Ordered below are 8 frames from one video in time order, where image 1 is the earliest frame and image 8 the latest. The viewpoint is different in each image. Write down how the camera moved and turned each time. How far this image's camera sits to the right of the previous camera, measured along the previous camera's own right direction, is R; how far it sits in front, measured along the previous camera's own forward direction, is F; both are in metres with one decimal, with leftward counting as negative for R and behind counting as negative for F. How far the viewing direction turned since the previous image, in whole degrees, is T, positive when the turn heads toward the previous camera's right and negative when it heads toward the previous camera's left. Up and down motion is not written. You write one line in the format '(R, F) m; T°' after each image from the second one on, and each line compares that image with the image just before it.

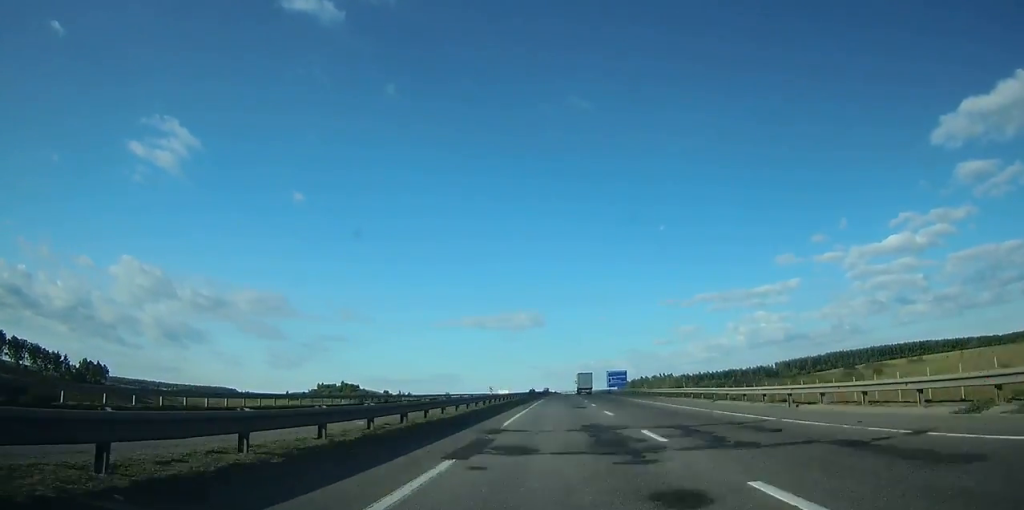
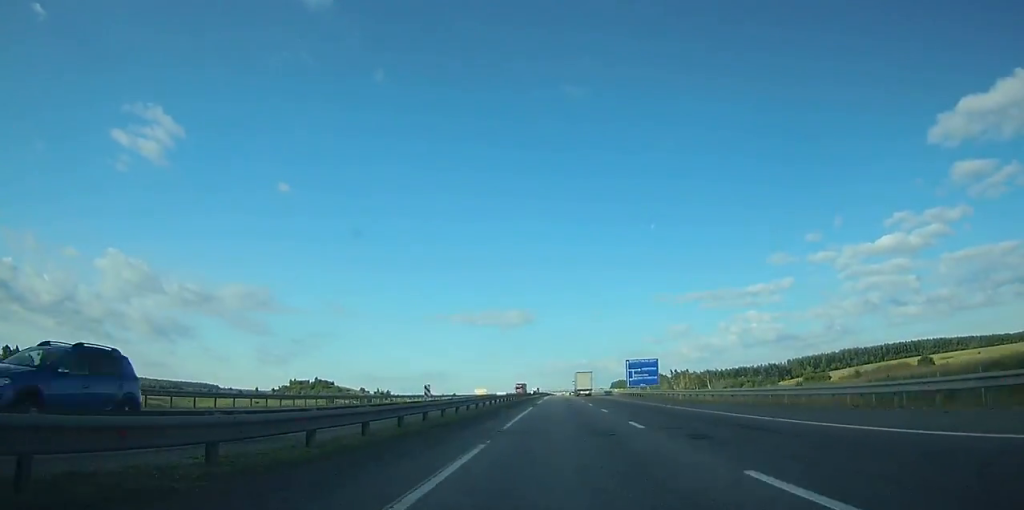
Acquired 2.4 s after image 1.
(+0.1, +68.1) m; 0°
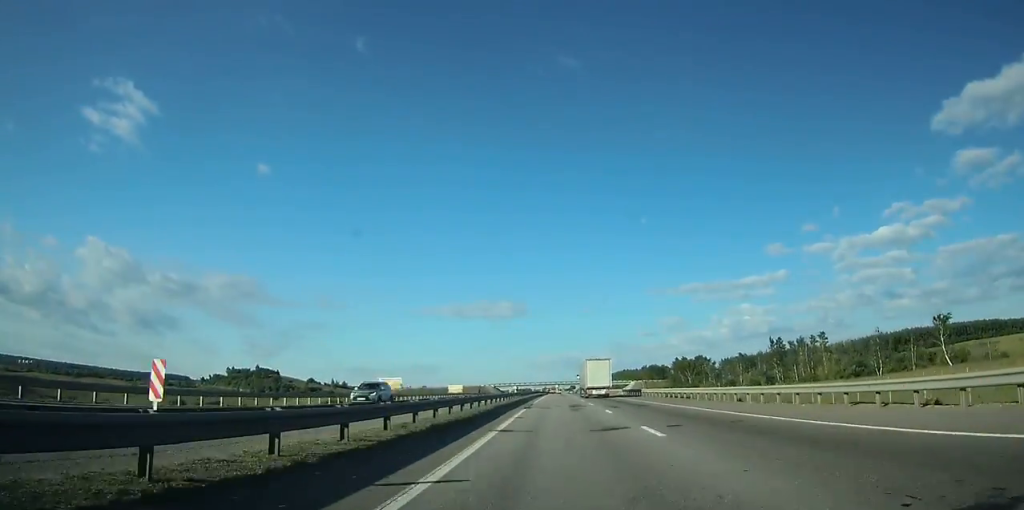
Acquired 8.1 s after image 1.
(+1.9, +173.4) m; +1°
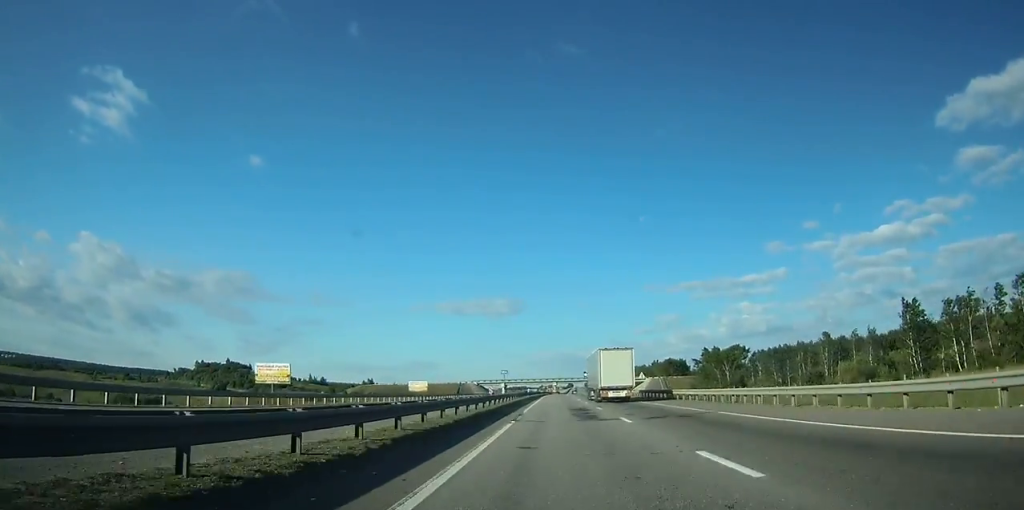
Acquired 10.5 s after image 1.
(+0.2, +72.9) m; 0°
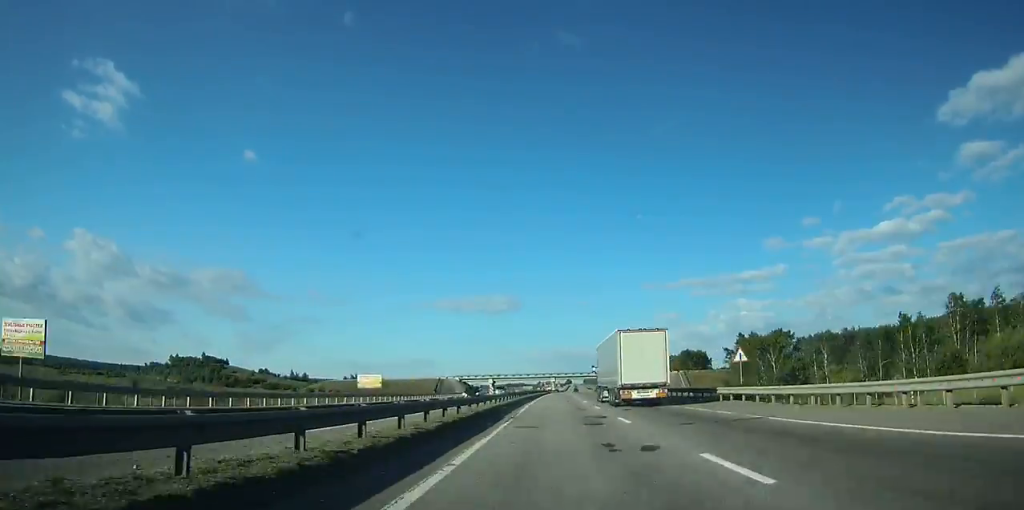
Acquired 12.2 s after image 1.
(+0.1, +48.9) m; 0°
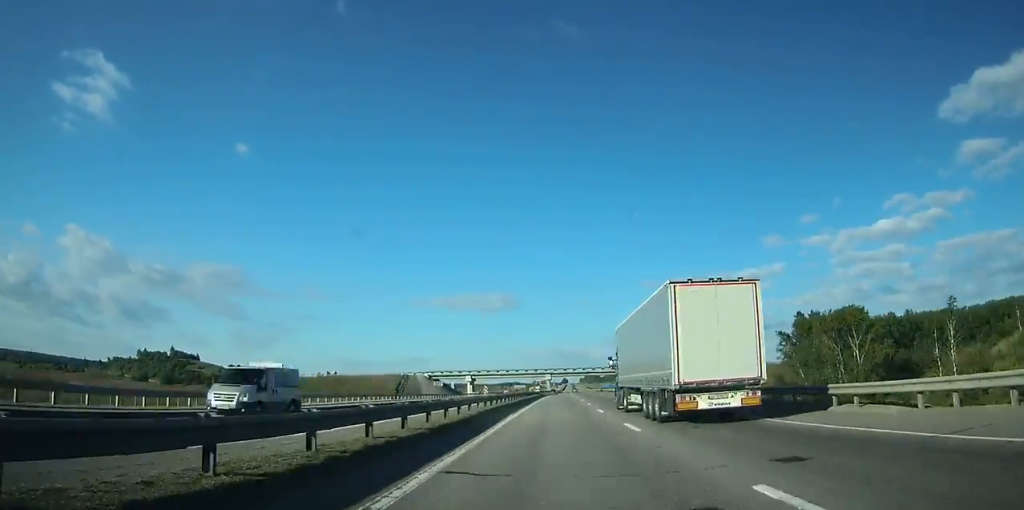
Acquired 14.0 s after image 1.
(0.0, +50.7) m; +1°
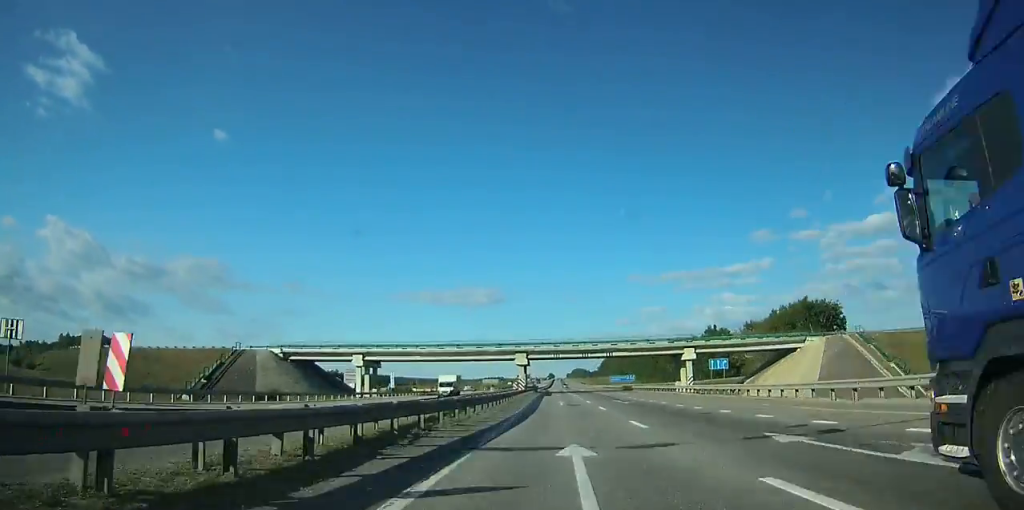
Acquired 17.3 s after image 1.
(+0.9, +89.9) m; +1°
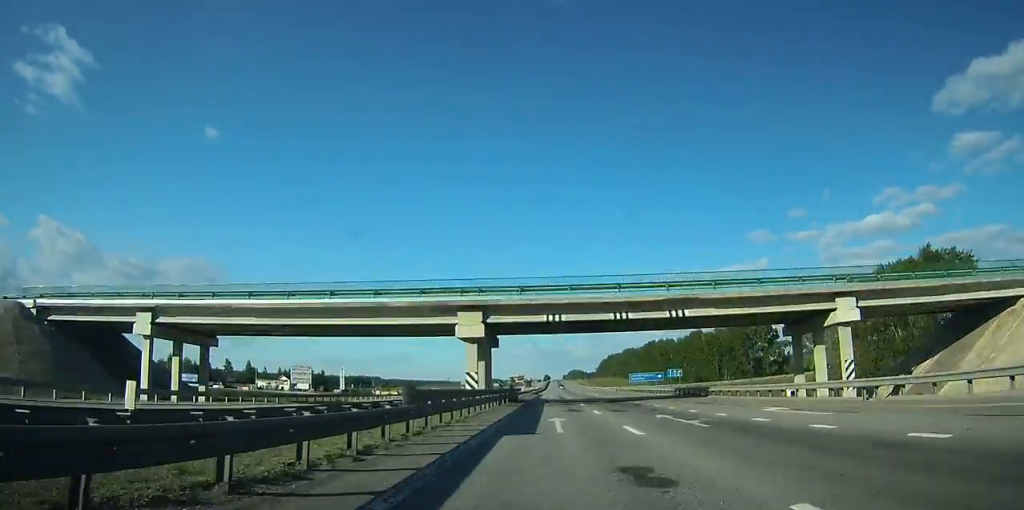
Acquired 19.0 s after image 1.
(+0.1, +43.2) m; 0°
